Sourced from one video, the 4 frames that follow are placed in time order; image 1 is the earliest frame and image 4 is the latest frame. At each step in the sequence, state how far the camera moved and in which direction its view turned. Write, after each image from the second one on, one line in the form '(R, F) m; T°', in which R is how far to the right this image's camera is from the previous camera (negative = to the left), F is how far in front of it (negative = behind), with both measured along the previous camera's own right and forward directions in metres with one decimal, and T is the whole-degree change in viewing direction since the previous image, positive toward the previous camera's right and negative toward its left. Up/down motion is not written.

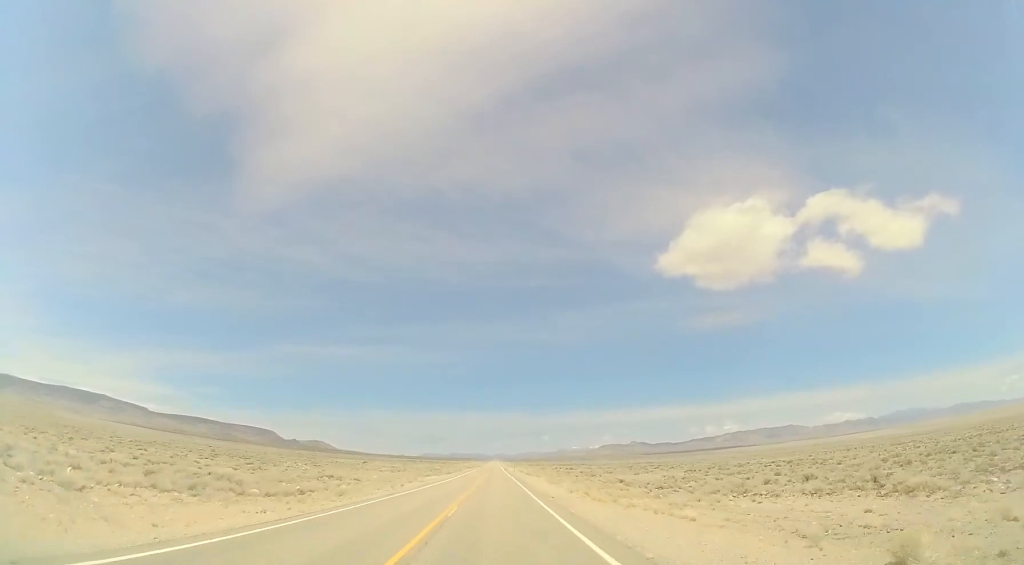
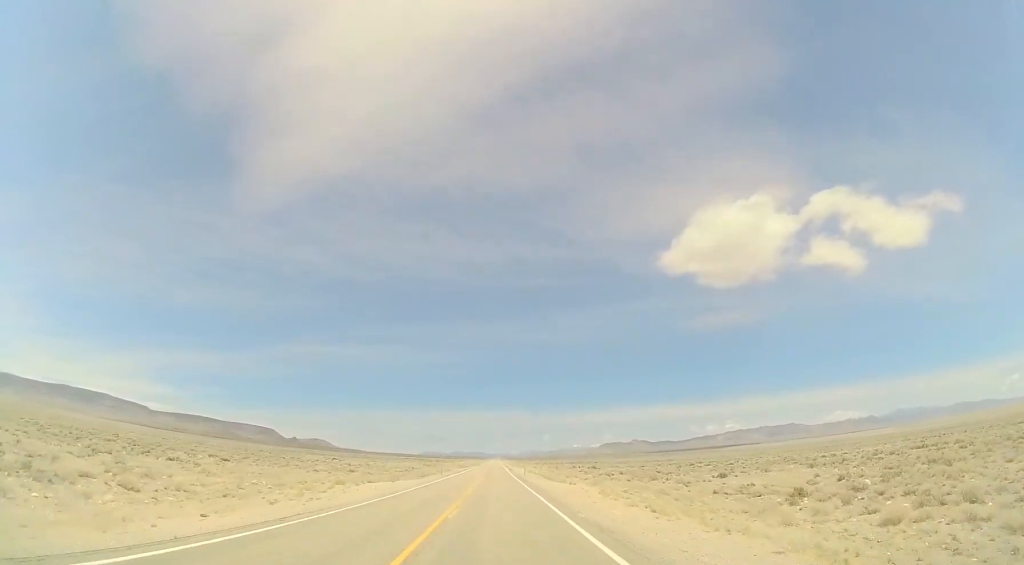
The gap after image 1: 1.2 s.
(-0.3, +38.0) m; -1°
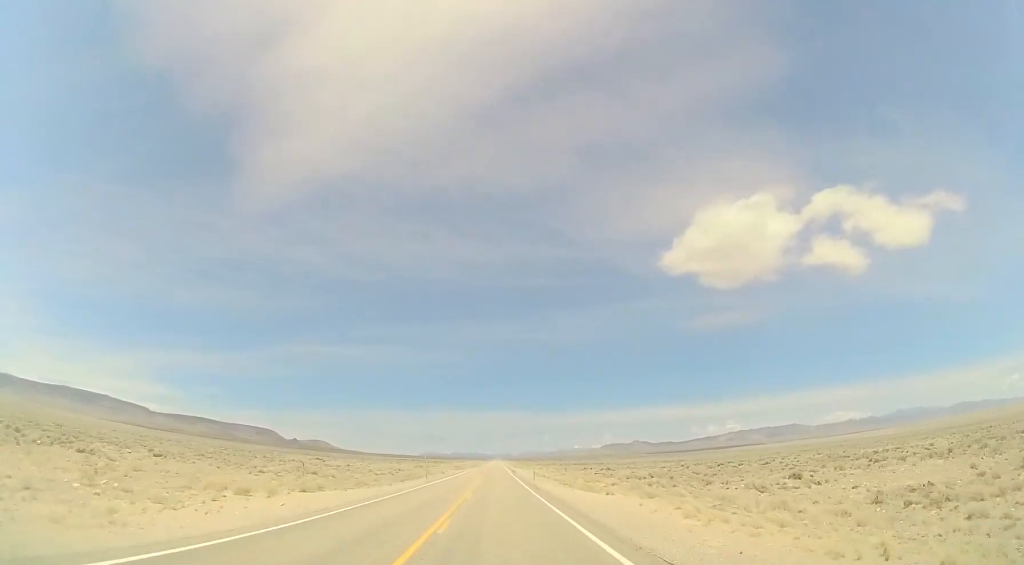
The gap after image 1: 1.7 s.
(+0.1, +15.8) m; 0°
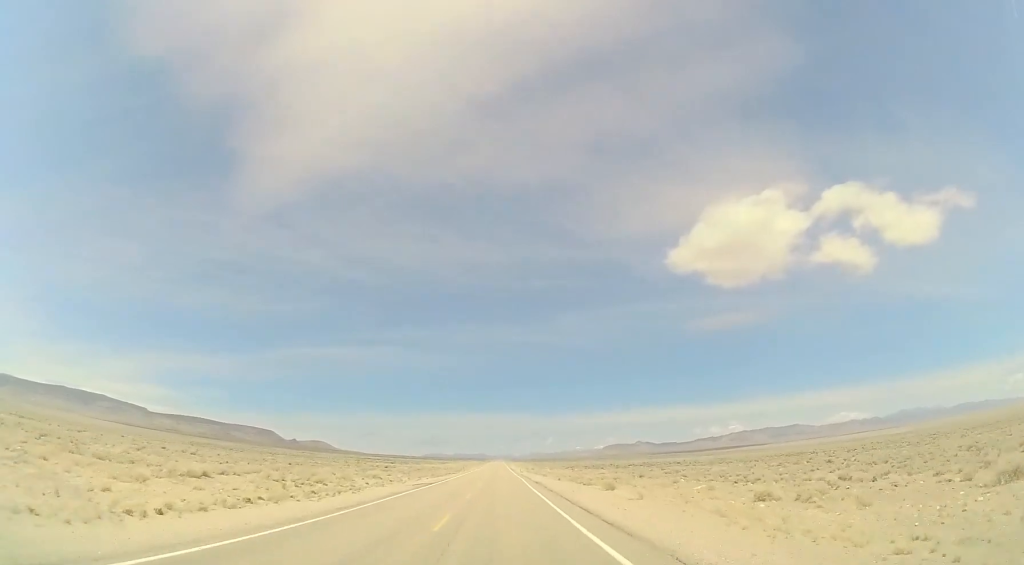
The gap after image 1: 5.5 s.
(+0.1, +120.9) m; 0°
